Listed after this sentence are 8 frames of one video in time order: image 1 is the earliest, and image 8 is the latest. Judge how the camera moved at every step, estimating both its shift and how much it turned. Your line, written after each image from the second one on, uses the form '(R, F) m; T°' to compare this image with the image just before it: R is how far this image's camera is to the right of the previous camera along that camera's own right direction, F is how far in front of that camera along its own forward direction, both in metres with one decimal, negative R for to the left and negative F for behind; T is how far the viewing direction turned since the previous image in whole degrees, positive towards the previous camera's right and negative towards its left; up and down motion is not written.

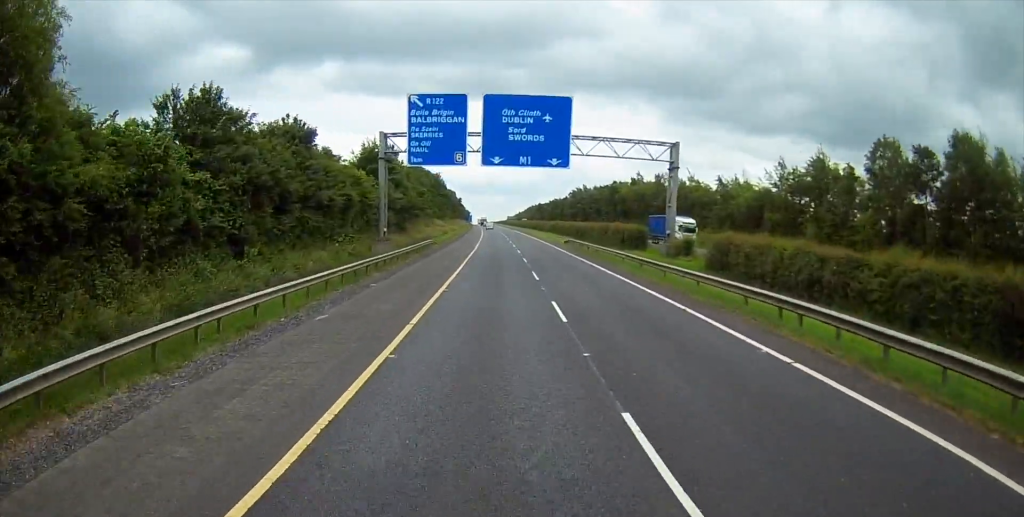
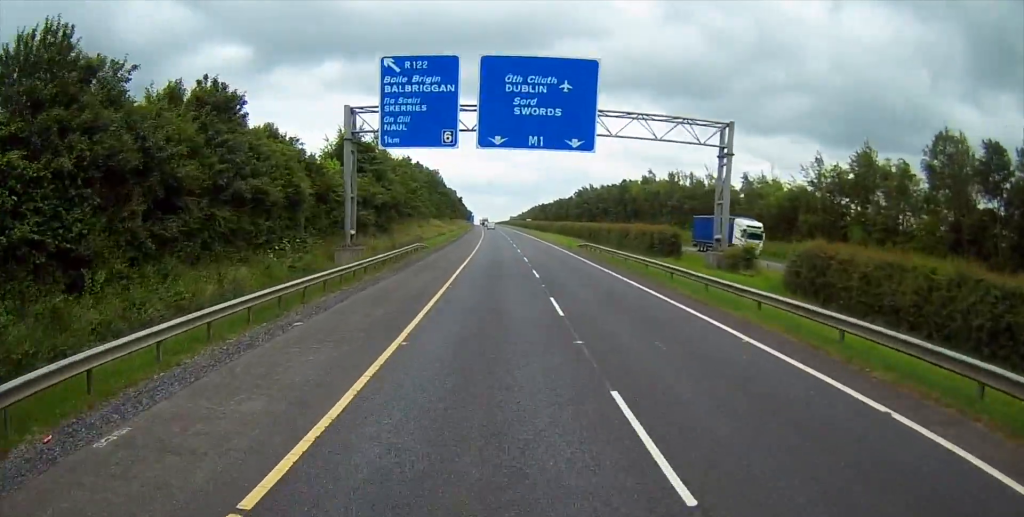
(+0.1, +10.8) m; -1°
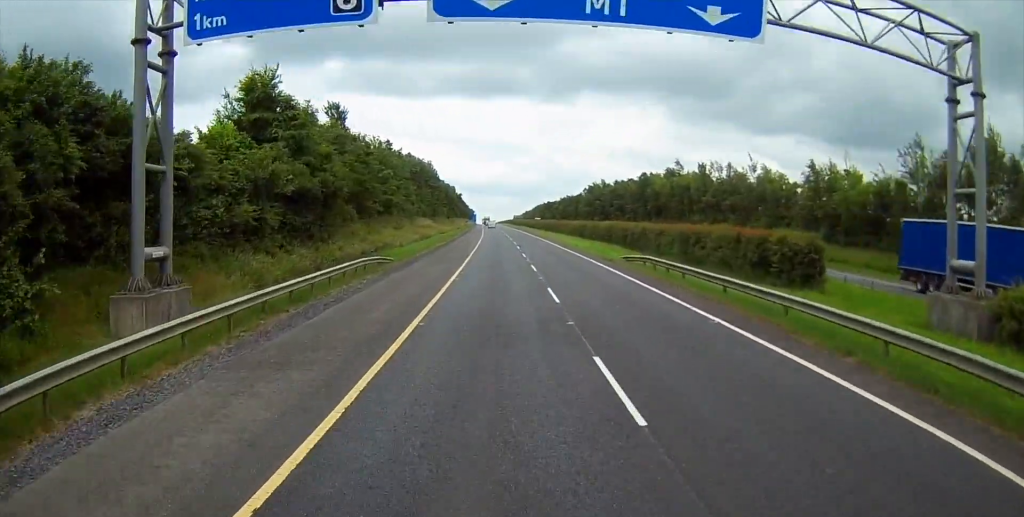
(-0.5, +21.5) m; 0°
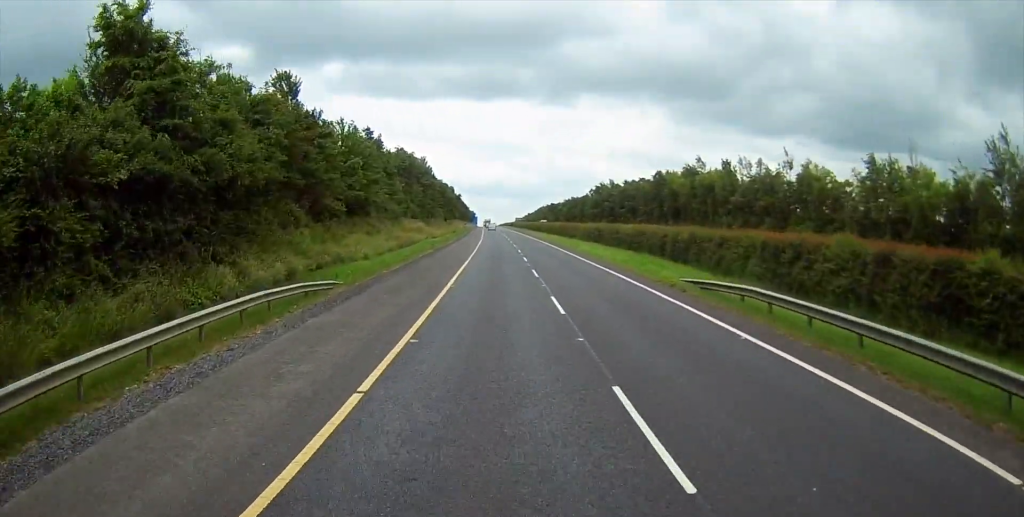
(+0.2, +13.8) m; +1°
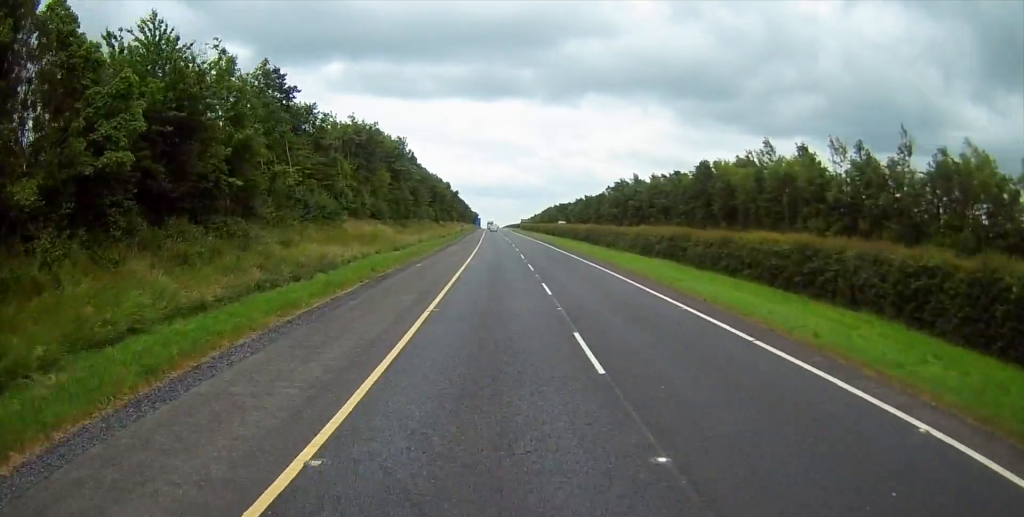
(+0.3, +30.5) m; 0°
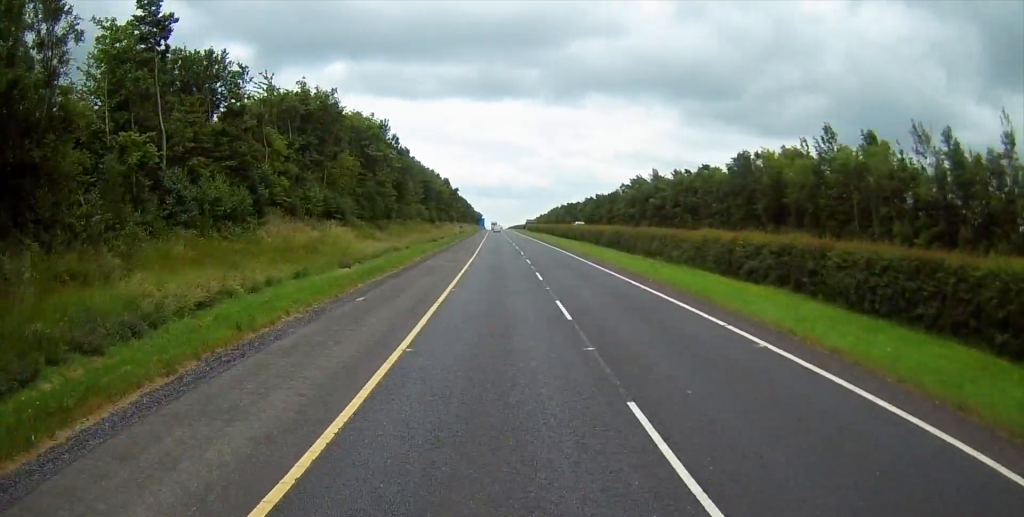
(-0.1, +17.7) m; -1°
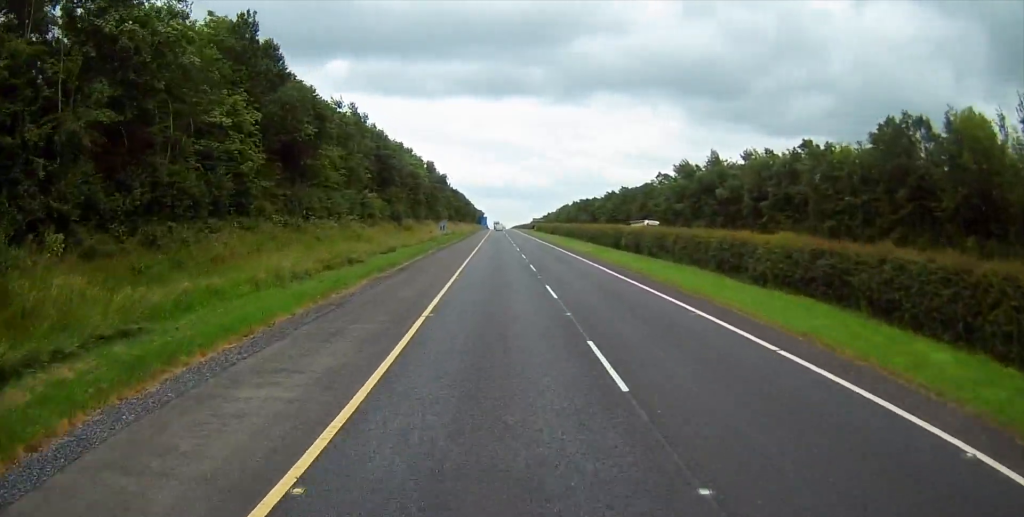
(-0.5, +43.7) m; 0°
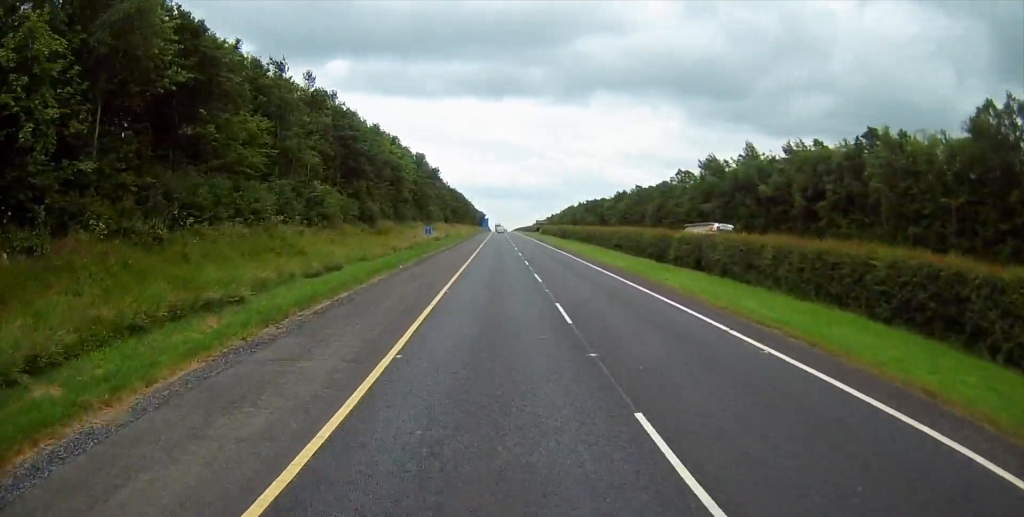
(+0.2, +17.1) m; 0°
